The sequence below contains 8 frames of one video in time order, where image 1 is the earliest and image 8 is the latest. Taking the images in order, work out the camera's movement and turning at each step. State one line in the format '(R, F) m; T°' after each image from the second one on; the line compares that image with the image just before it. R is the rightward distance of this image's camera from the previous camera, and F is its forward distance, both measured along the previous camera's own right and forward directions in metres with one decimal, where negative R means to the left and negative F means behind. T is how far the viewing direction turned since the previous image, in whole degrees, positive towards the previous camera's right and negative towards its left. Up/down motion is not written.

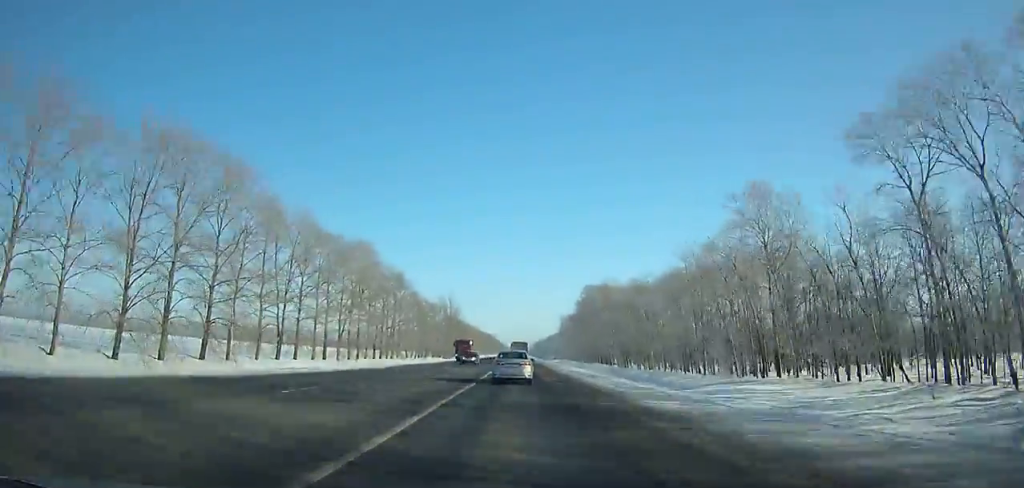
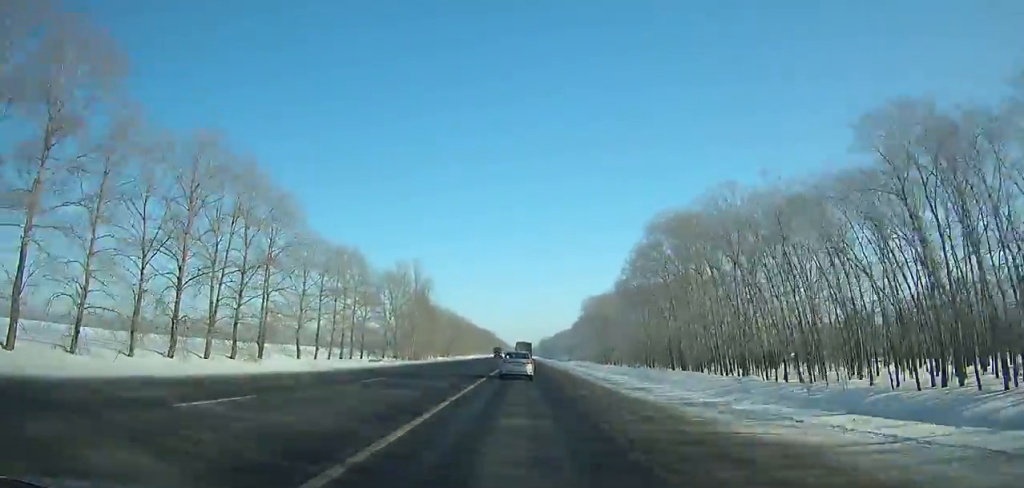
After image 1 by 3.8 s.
(-0.2, +77.6) m; 0°
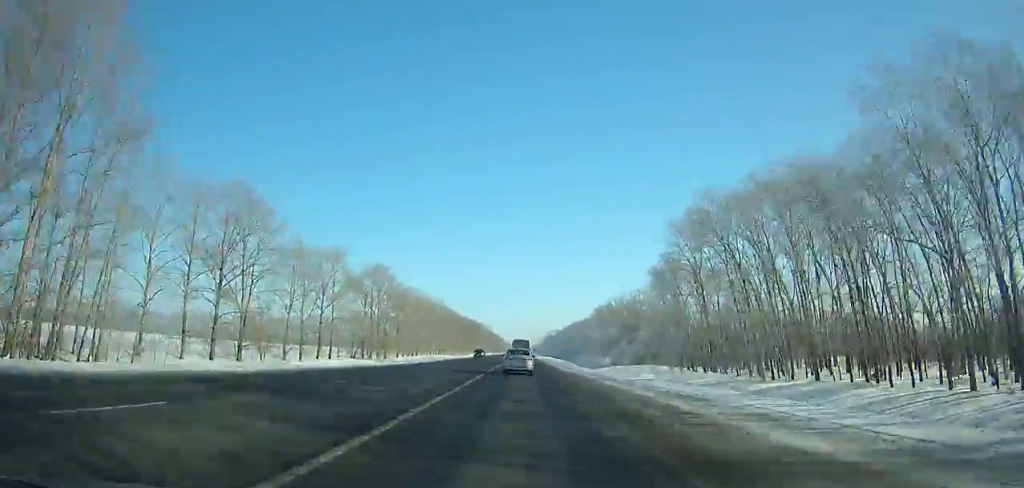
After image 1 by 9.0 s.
(+0.4, +111.3) m; 0°
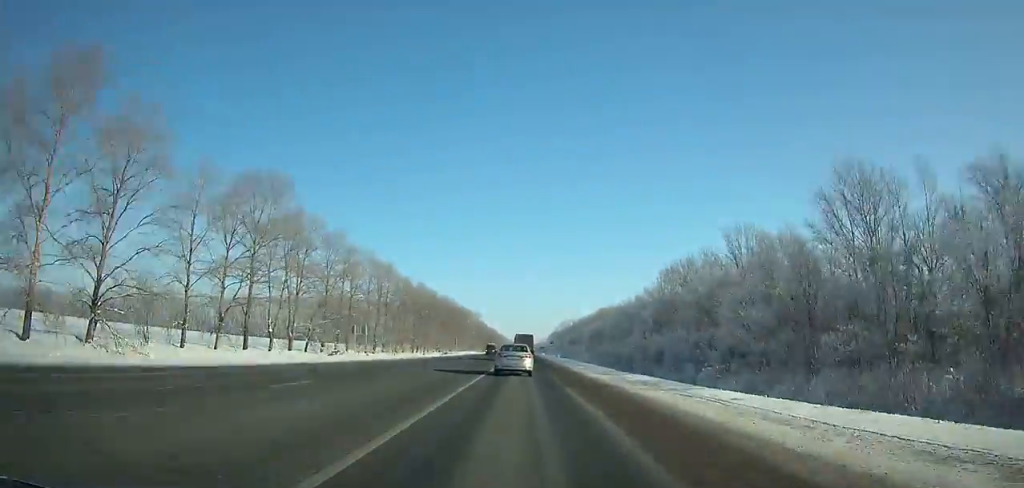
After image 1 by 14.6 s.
(-0.3, +120.3) m; 0°
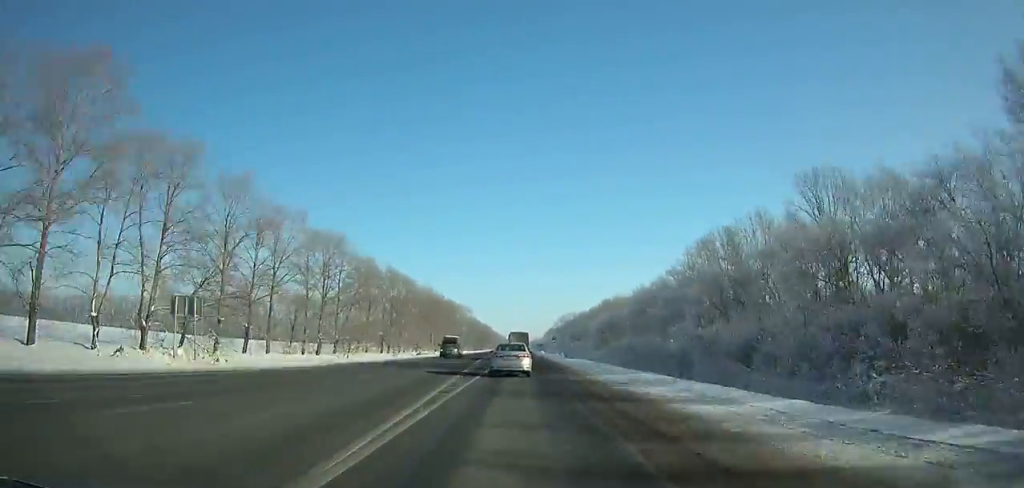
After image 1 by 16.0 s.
(0.0, +29.5) m; 0°
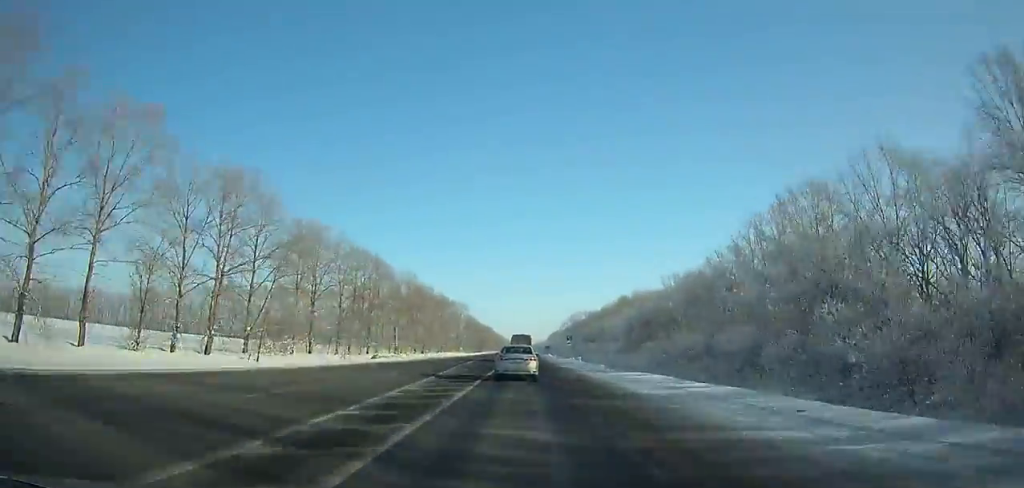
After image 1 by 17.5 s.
(0.0, +31.0) m; 0°
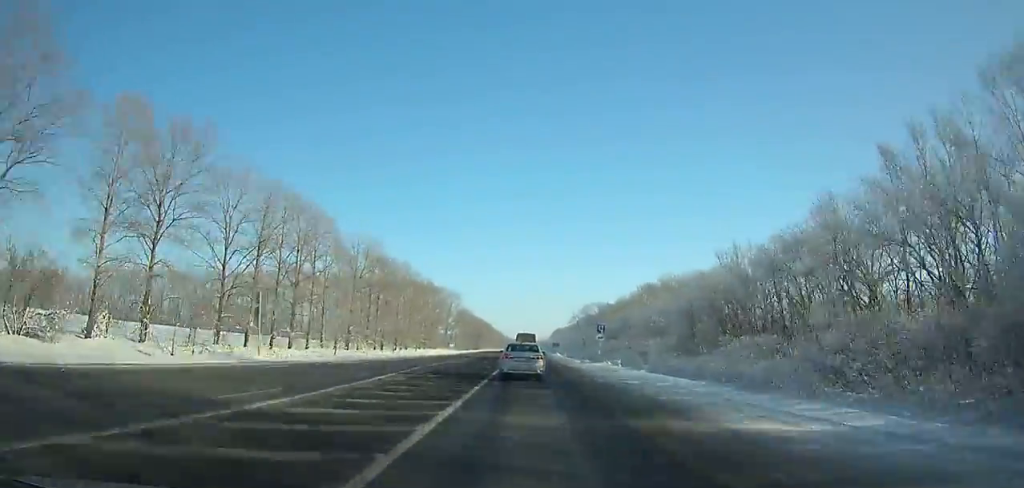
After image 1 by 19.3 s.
(0.0, +37.0) m; 0°
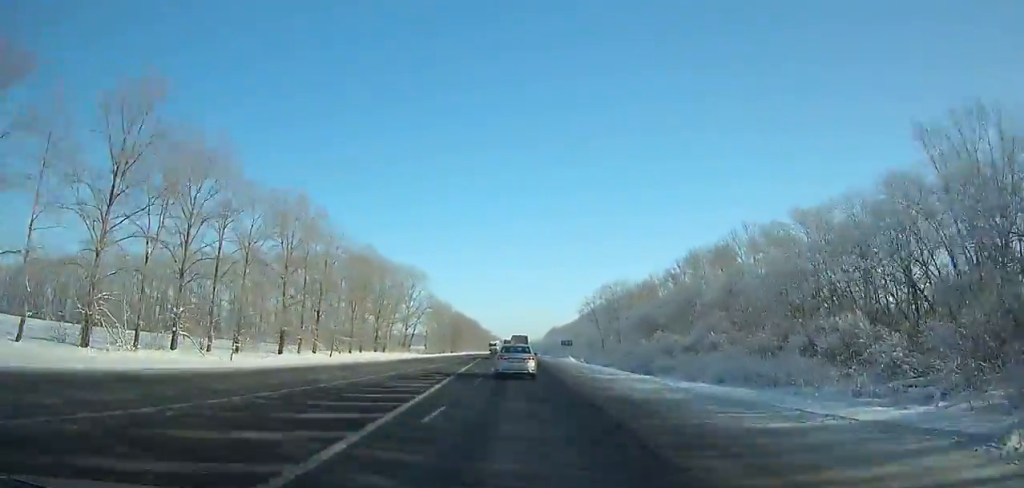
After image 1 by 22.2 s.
(+0.2, +59.3) m; 0°
